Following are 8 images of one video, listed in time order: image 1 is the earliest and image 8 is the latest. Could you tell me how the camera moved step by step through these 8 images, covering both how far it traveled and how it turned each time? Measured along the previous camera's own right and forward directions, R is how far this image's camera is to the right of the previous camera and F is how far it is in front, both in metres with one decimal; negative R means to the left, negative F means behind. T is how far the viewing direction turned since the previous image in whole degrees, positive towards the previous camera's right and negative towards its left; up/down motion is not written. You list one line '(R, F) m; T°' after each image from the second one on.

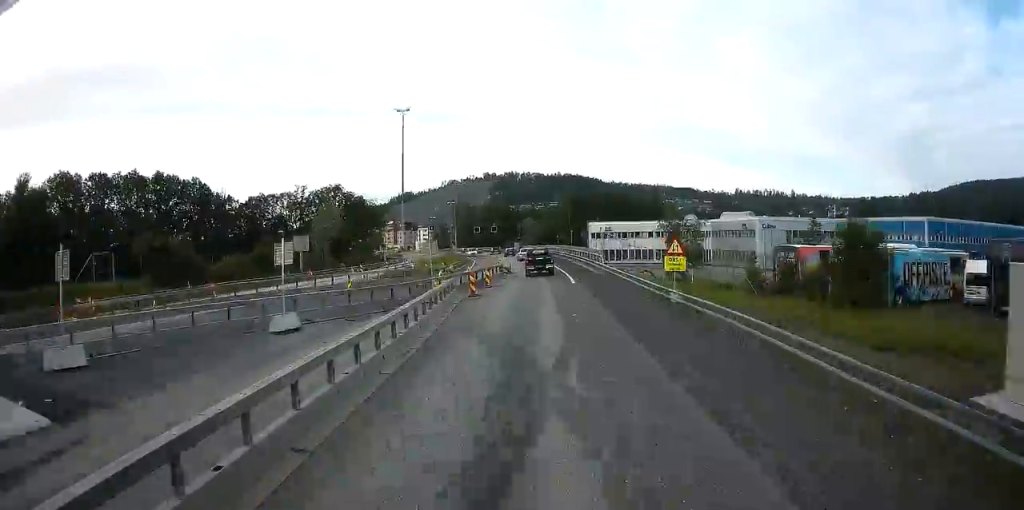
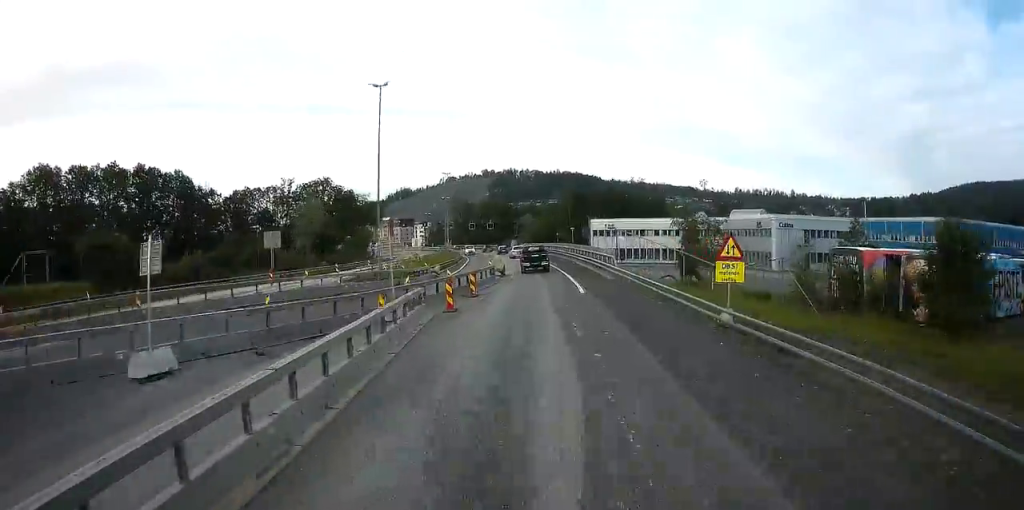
(0.0, +6.4) m; 0°
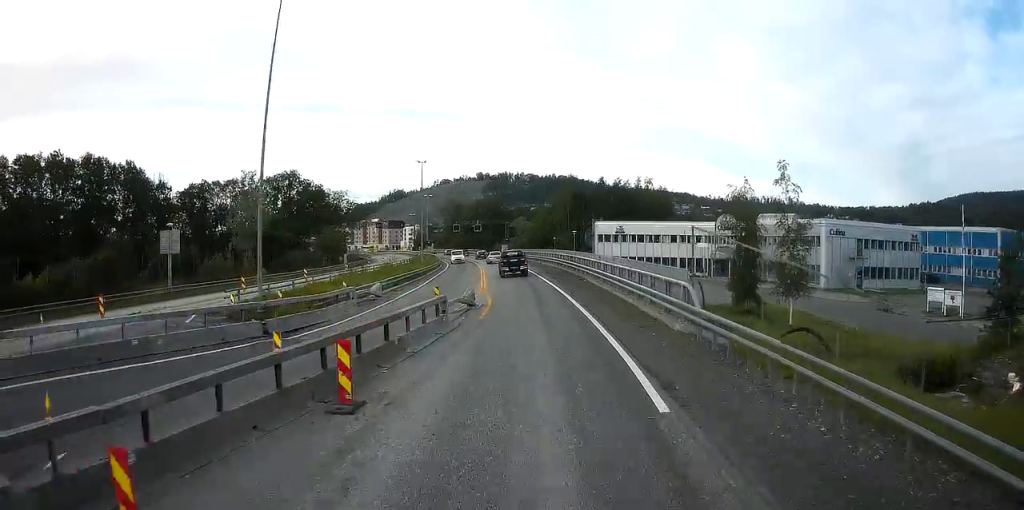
(0.0, +15.6) m; 0°
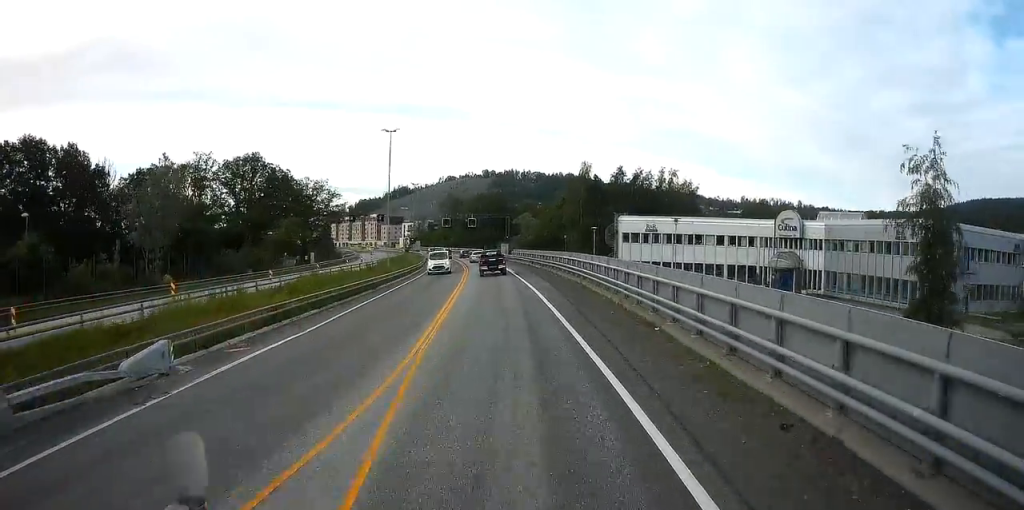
(+0.1, +18.5) m; -1°
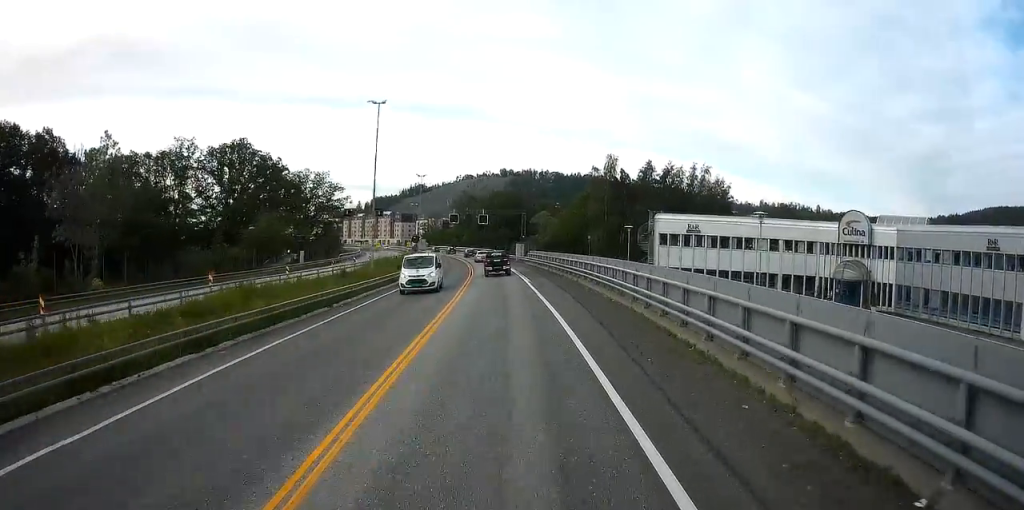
(+0.2, +10.4) m; -2°
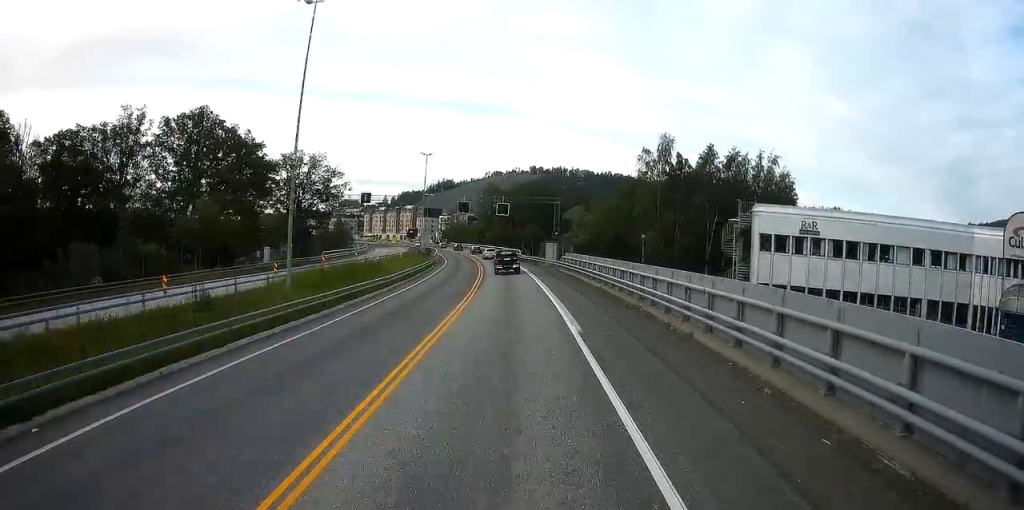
(-0.9, +18.8) m; -3°
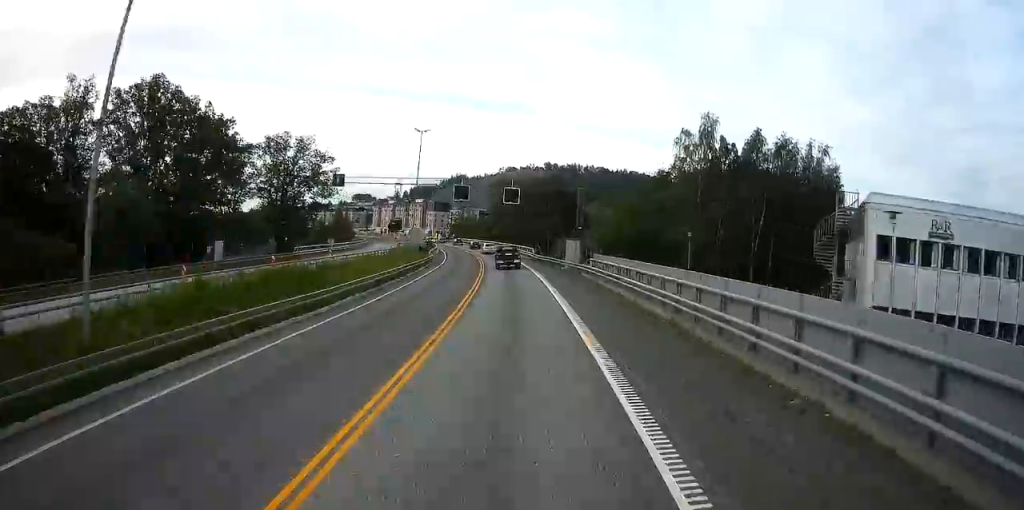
(0.0, +12.5) m; 0°
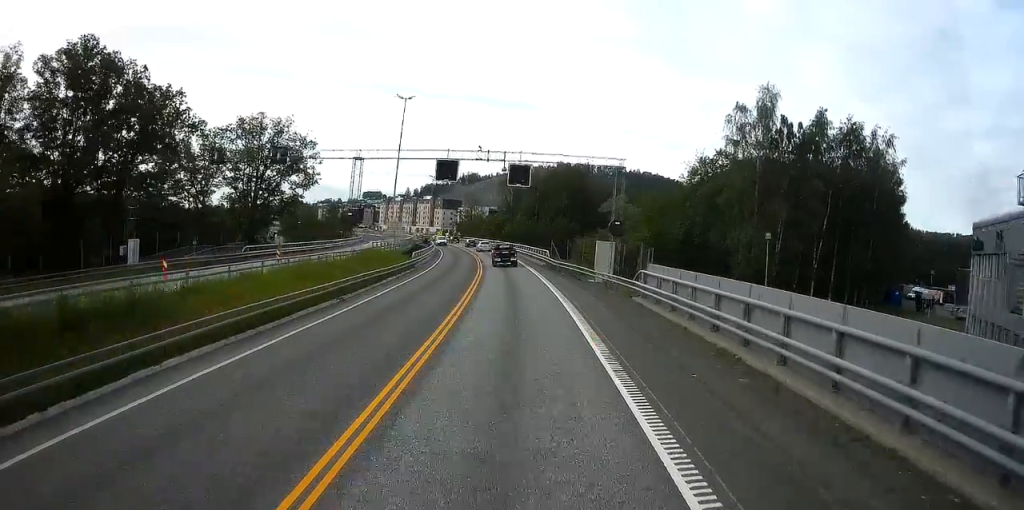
(0.0, +13.4) m; 0°
